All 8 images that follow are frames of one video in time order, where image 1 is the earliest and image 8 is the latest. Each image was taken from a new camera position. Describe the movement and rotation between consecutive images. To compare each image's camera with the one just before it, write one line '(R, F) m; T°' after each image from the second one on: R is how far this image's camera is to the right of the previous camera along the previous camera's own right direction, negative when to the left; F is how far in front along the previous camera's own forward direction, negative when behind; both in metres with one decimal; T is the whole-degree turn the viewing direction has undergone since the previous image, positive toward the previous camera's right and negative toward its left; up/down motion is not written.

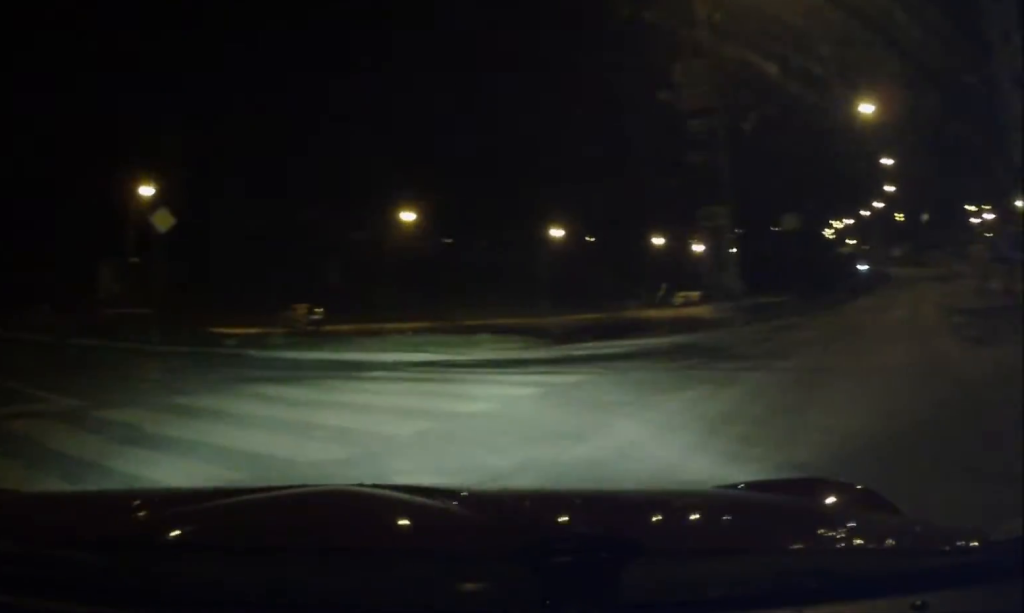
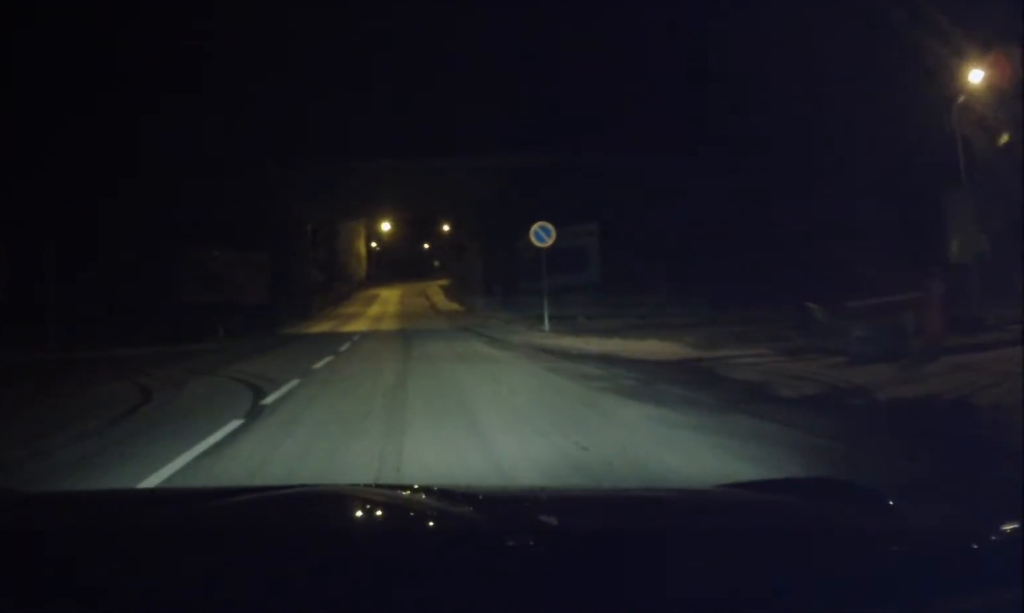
(-7.7, +15.5) m; -63°
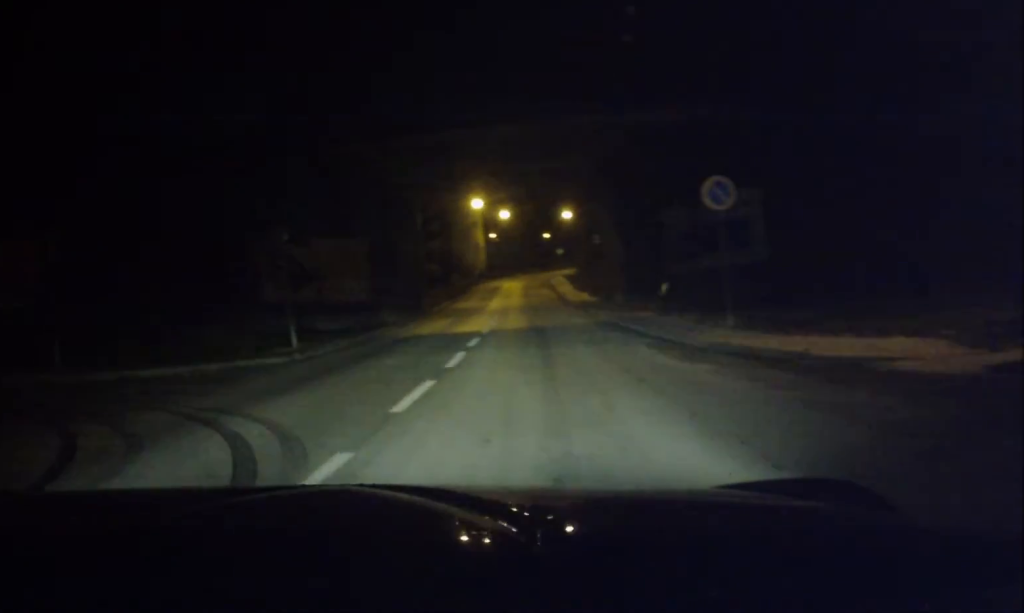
(-0.7, +6.3) m; -8°
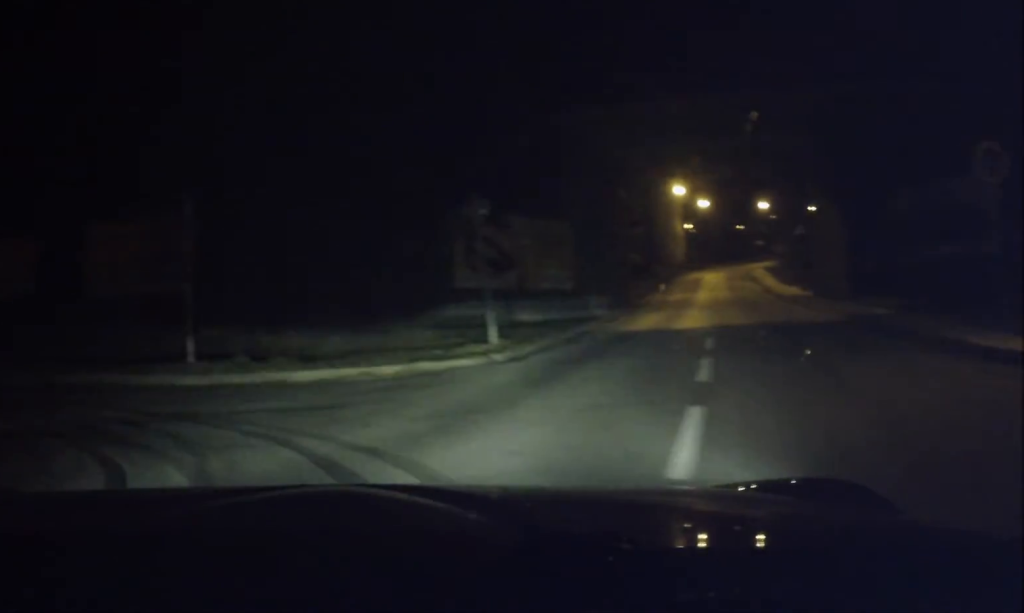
(-0.2, +4.3) m; -4°
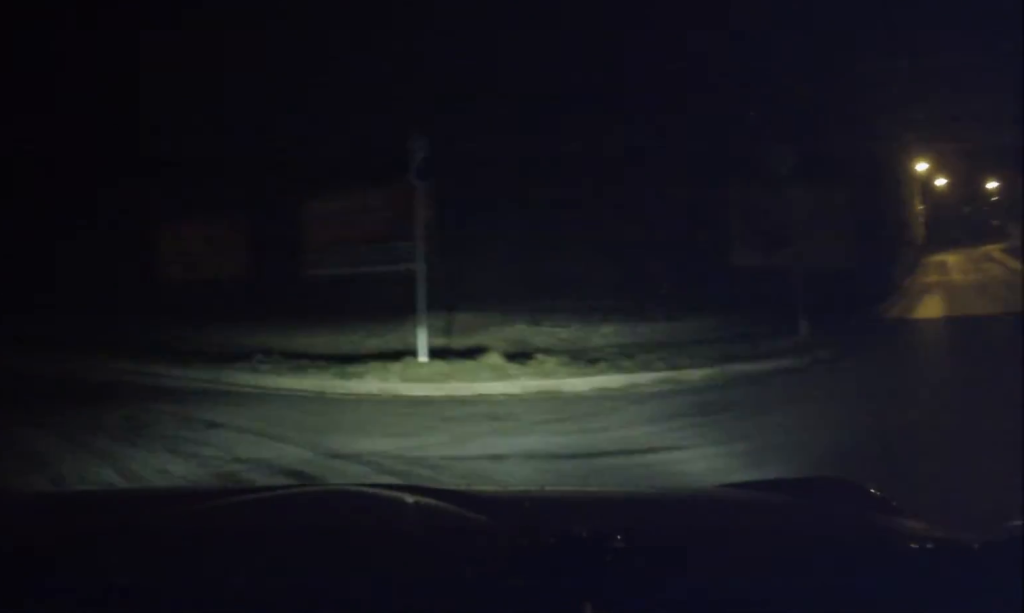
(-0.1, +4.7) m; -6°
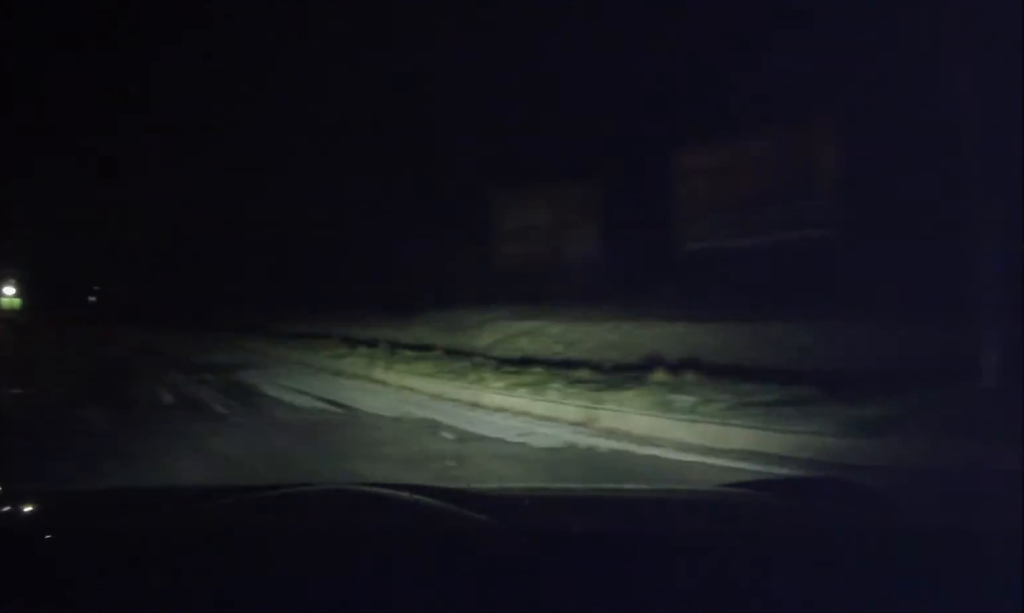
(-0.4, +6.1) m; -13°
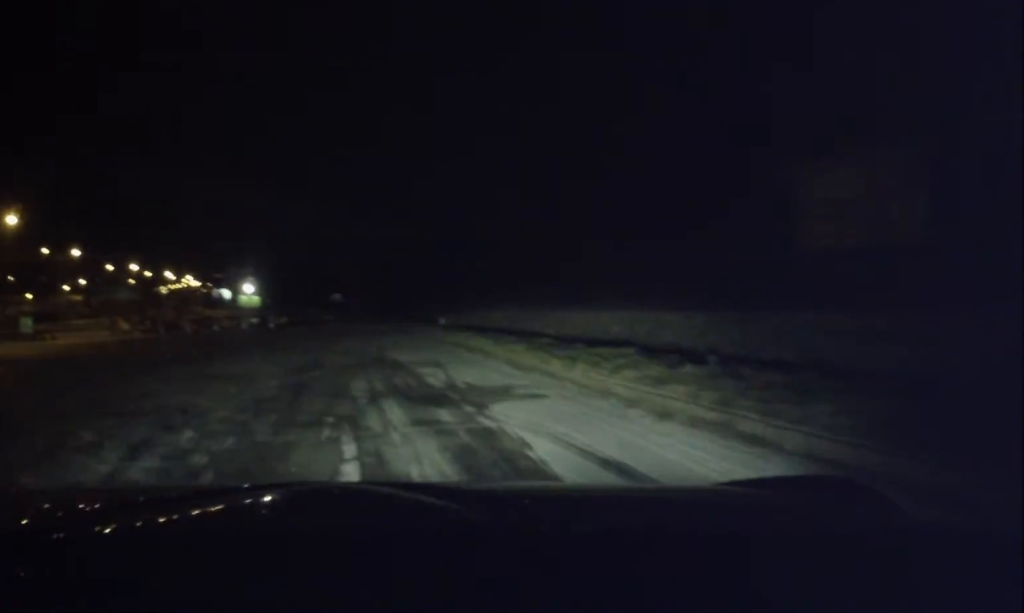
(-0.8, +4.0) m; -23°
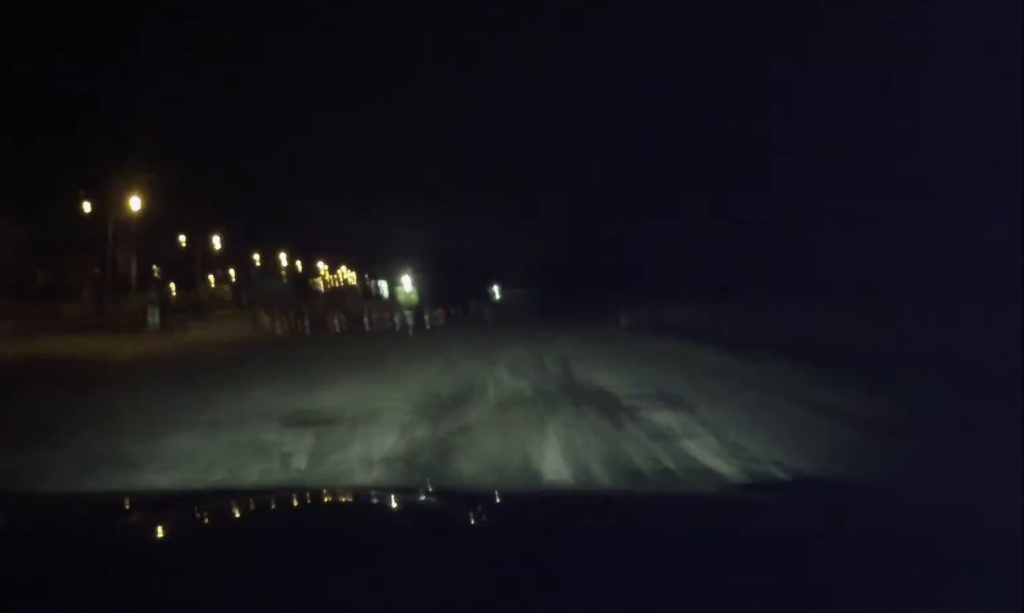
(-0.7, +3.2) m; -18°
